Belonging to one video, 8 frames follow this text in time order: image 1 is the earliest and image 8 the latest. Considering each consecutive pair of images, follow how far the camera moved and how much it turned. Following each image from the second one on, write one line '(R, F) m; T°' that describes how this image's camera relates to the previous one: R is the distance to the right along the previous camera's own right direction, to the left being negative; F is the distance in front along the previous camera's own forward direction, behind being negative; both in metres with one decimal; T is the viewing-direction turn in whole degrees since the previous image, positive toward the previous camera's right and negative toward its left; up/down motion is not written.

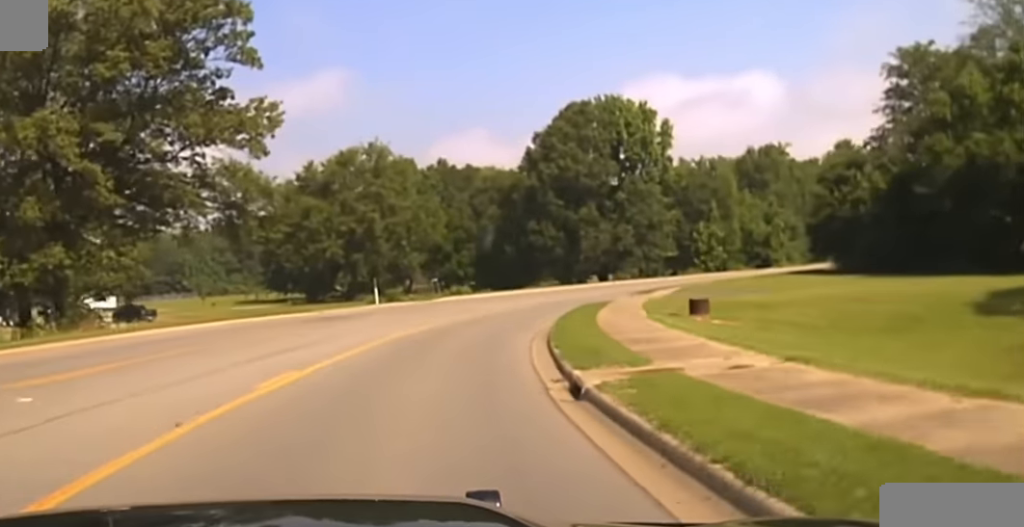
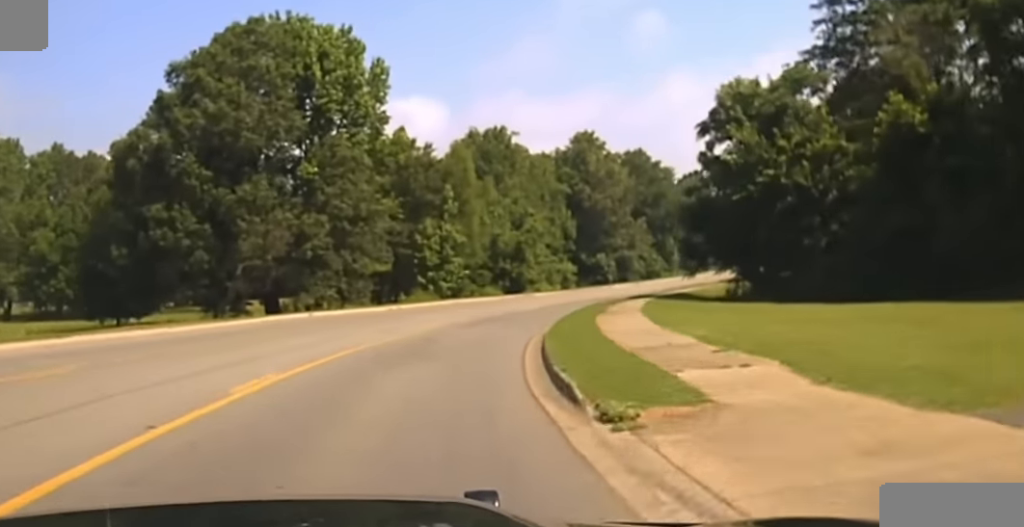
(0.0, +57.2) m; +6°
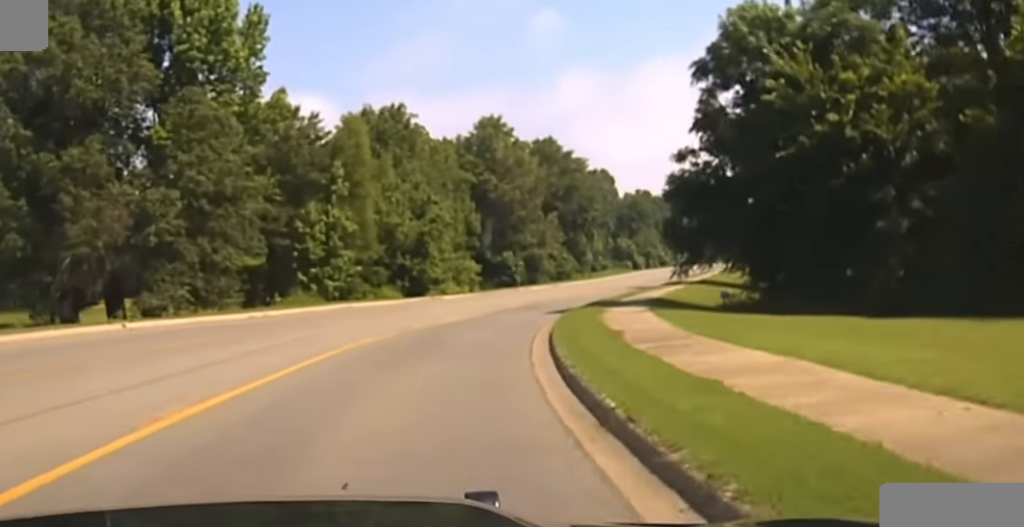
(+1.7, +15.0) m; +8°
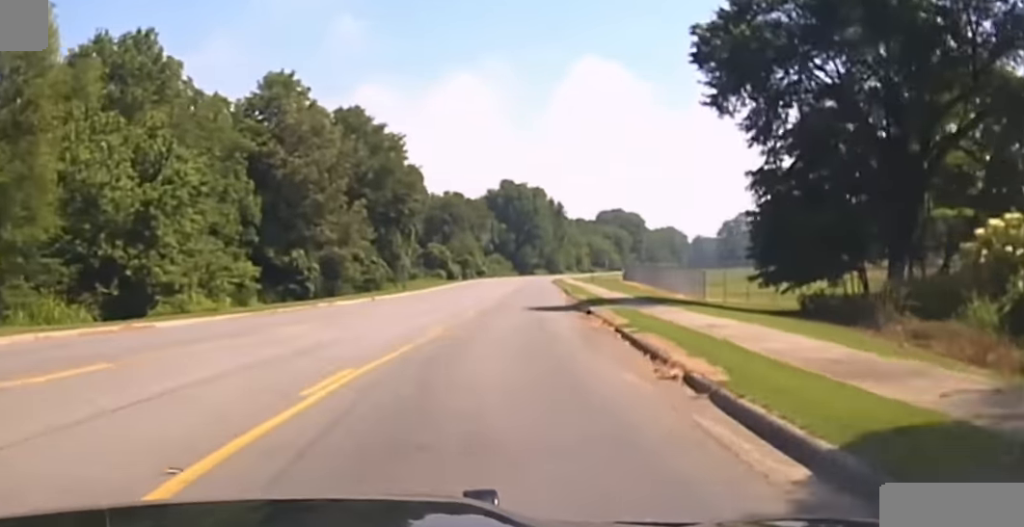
(+5.1, +31.7) m; +16°
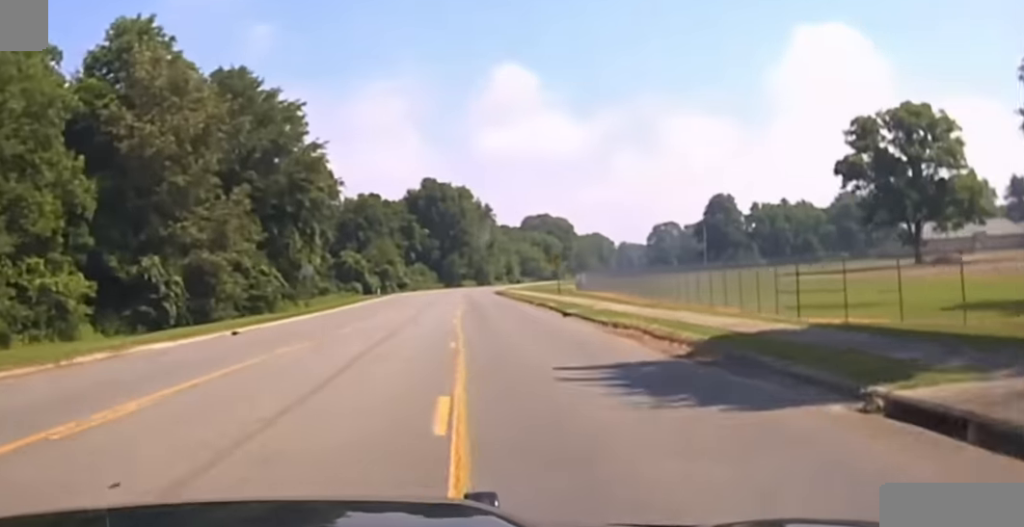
(+2.3, +24.5) m; +9°
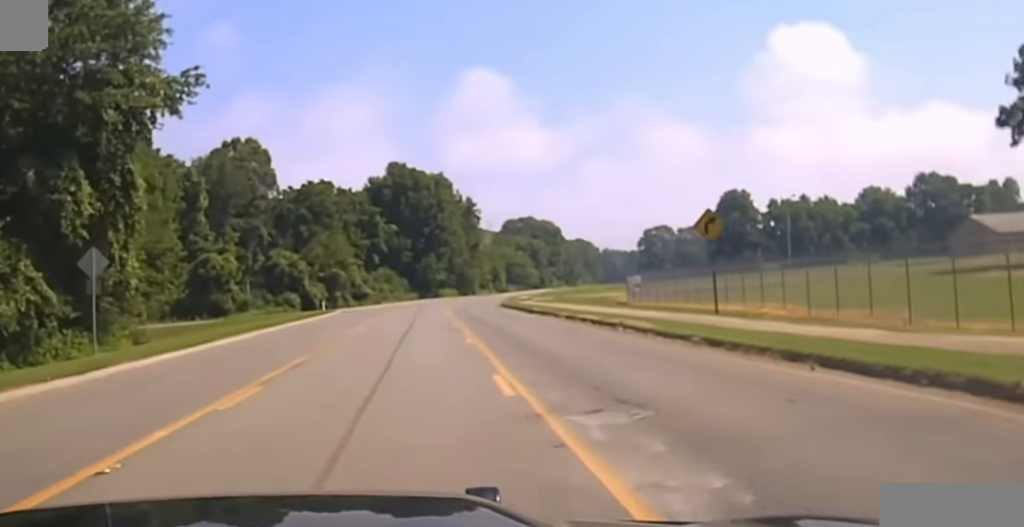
(+3.8, +40.1) m; +9°
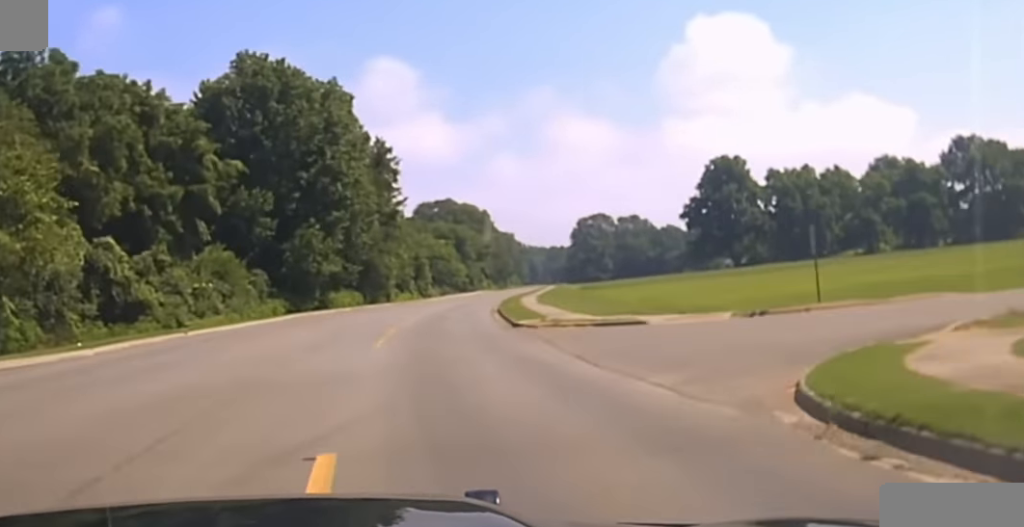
(+3.2, +69.3) m; +5°
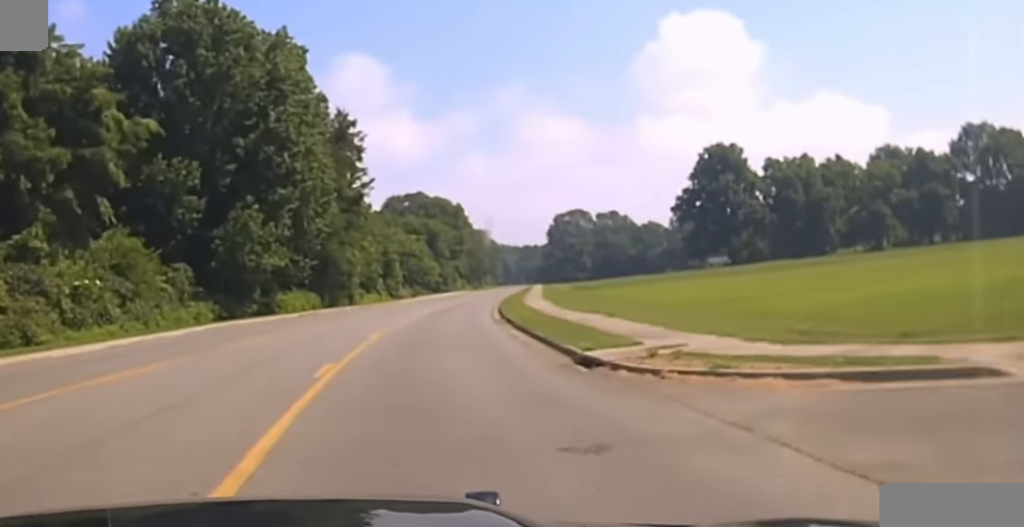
(-0.1, +18.7) m; +2°
